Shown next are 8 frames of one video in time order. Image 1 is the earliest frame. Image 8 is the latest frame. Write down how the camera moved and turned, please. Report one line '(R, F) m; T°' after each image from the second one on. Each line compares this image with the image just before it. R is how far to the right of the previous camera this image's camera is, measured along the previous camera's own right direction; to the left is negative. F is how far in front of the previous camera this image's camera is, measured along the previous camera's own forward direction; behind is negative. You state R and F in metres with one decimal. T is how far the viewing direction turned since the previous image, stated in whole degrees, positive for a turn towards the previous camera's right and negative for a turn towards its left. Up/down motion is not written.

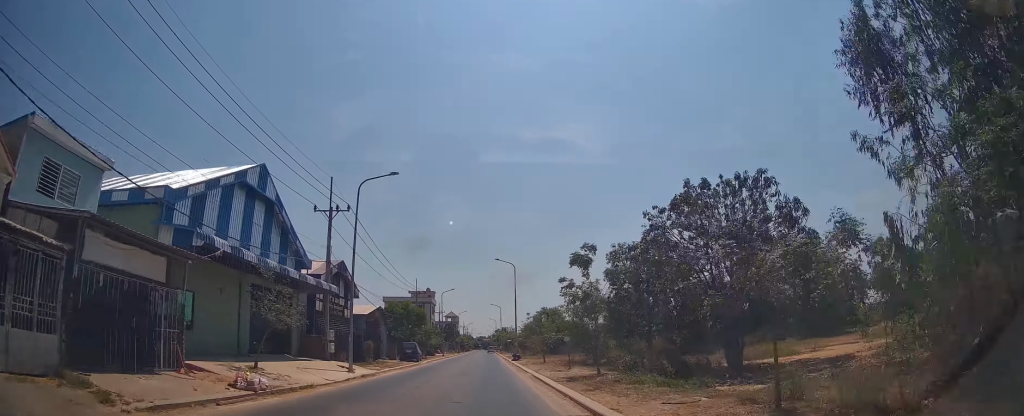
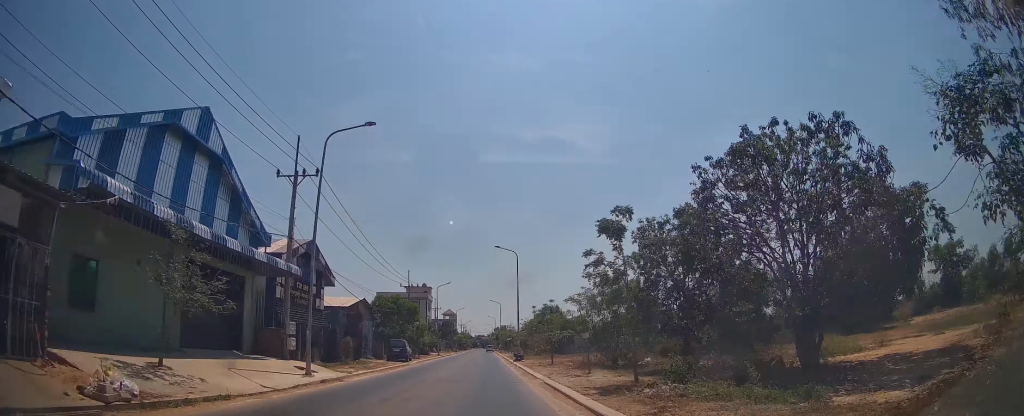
(0.0, +7.1) m; 0°
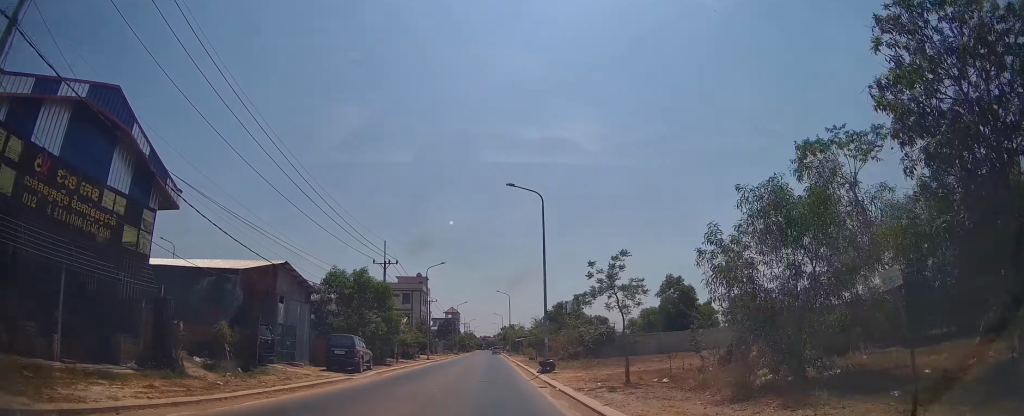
(0.0, +18.5) m; 0°
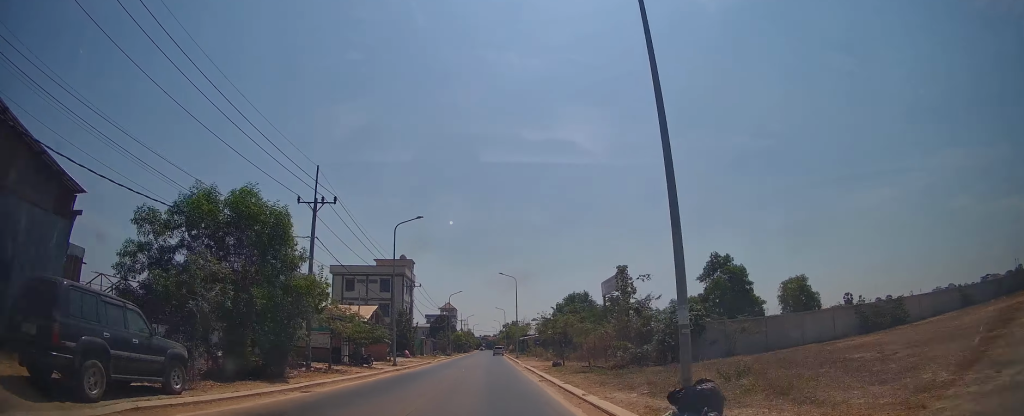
(0.0, +17.6) m; 0°
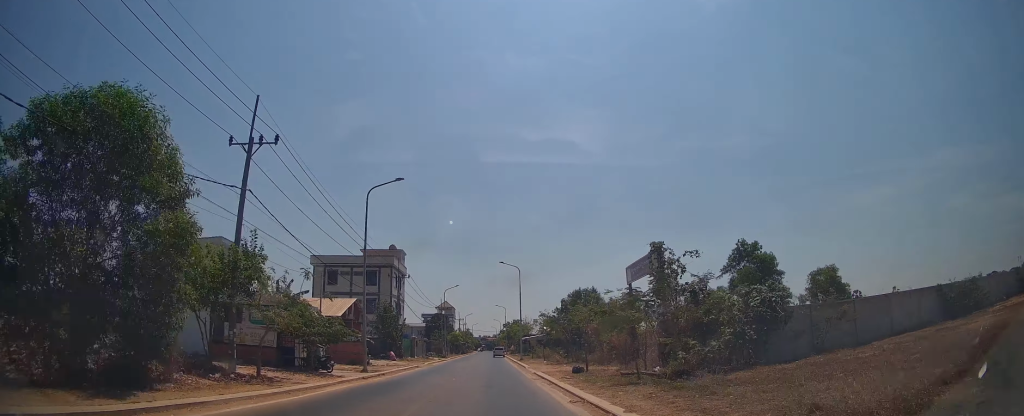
(0.0, +6.6) m; 0°
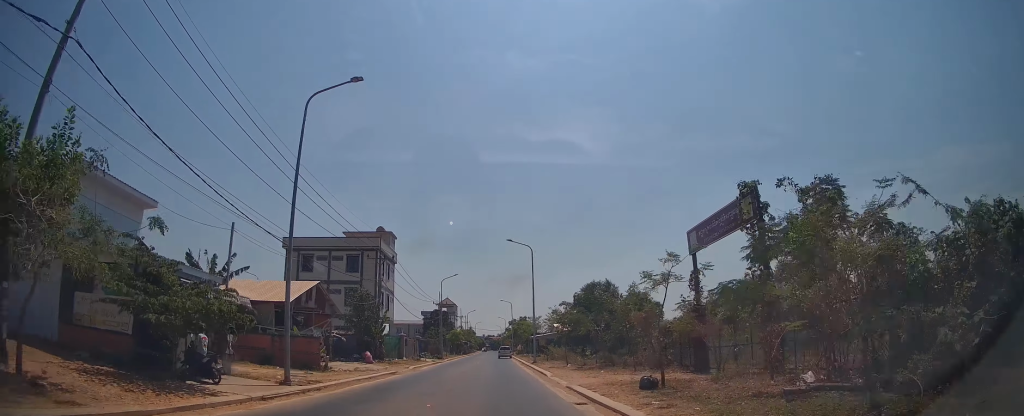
(0.0, +8.4) m; 0°
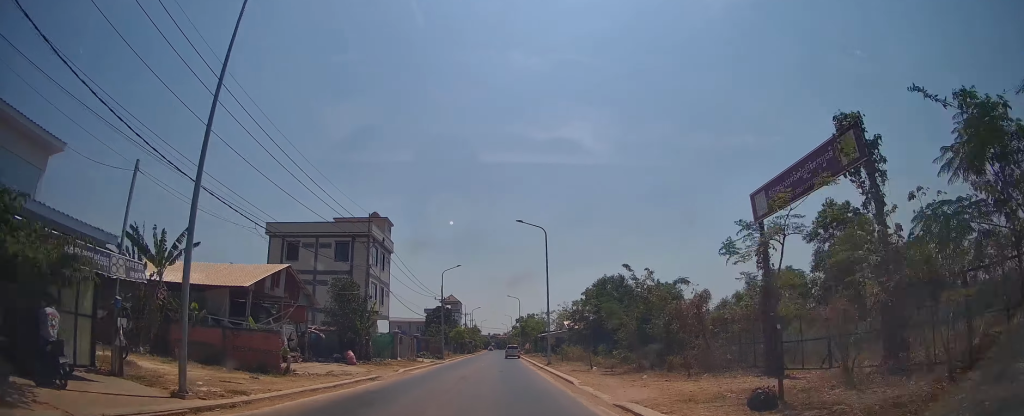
(0.0, +5.1) m; 0°
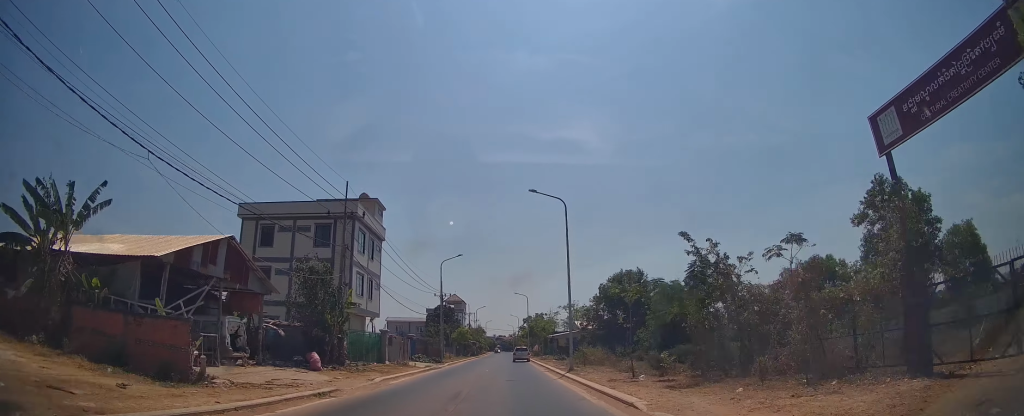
(0.0, +6.4) m; -1°
